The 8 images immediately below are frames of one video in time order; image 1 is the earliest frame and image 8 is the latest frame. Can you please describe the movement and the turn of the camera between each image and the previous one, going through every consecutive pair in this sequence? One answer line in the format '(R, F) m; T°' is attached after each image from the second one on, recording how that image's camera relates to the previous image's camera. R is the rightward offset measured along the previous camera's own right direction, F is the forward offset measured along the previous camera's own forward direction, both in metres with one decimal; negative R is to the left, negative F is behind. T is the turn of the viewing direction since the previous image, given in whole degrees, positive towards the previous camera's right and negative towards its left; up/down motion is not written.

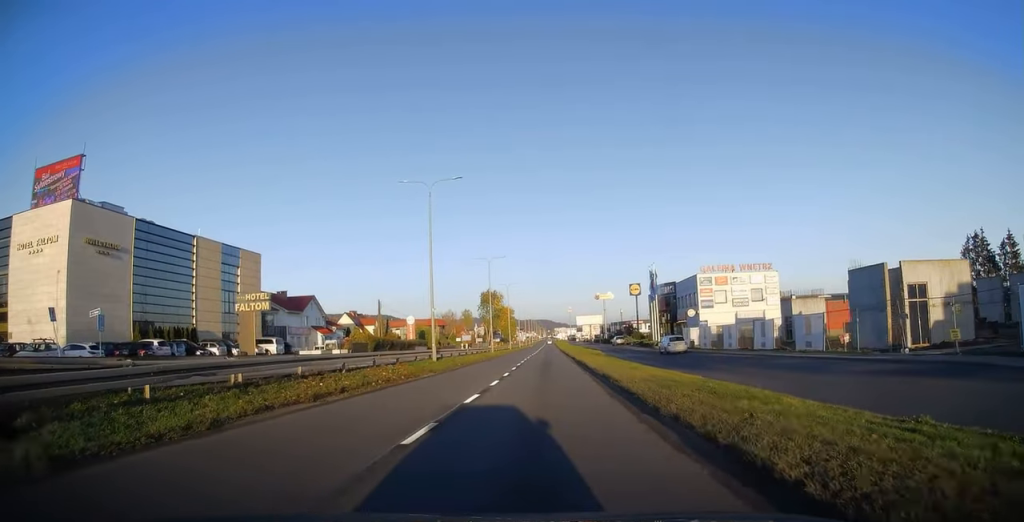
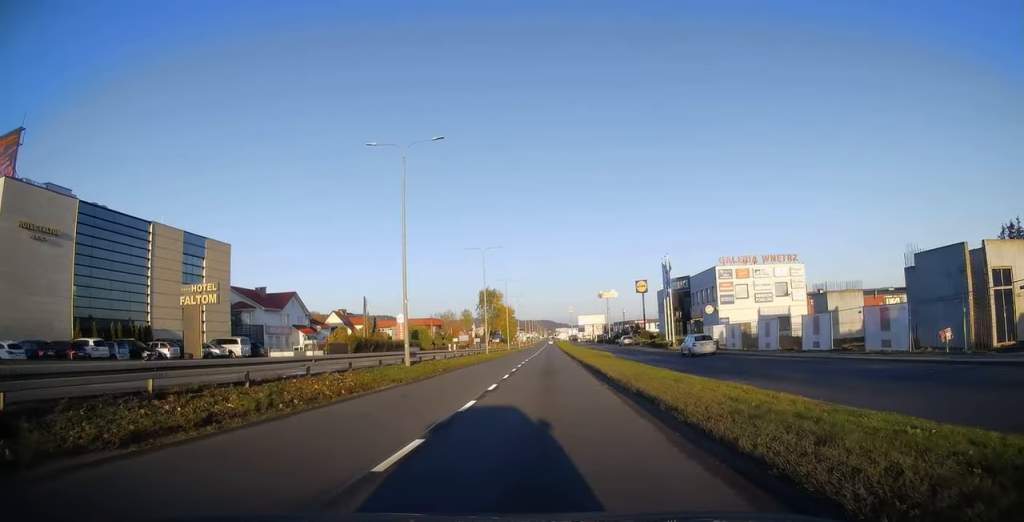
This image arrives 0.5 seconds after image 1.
(0.0, +7.5) m; 0°
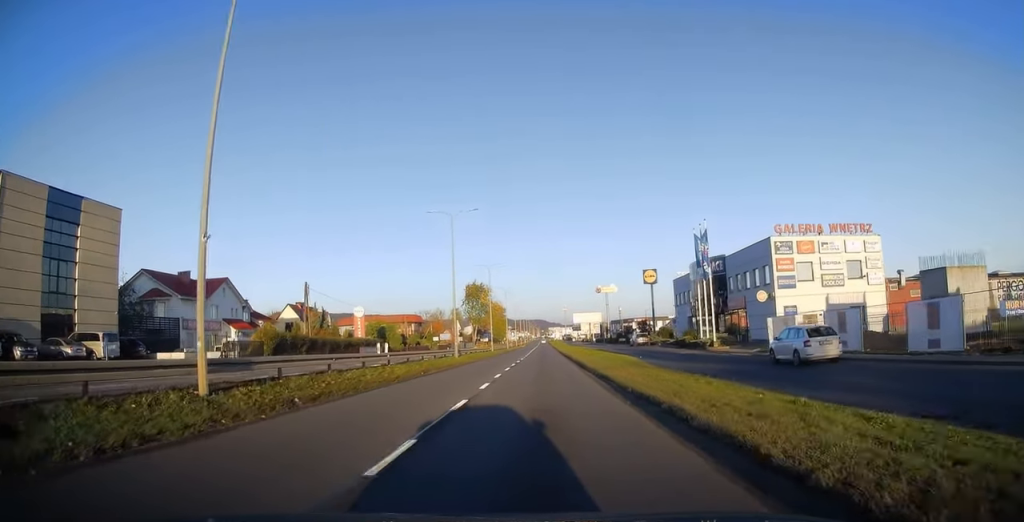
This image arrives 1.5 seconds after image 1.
(0.0, +17.8) m; 0°
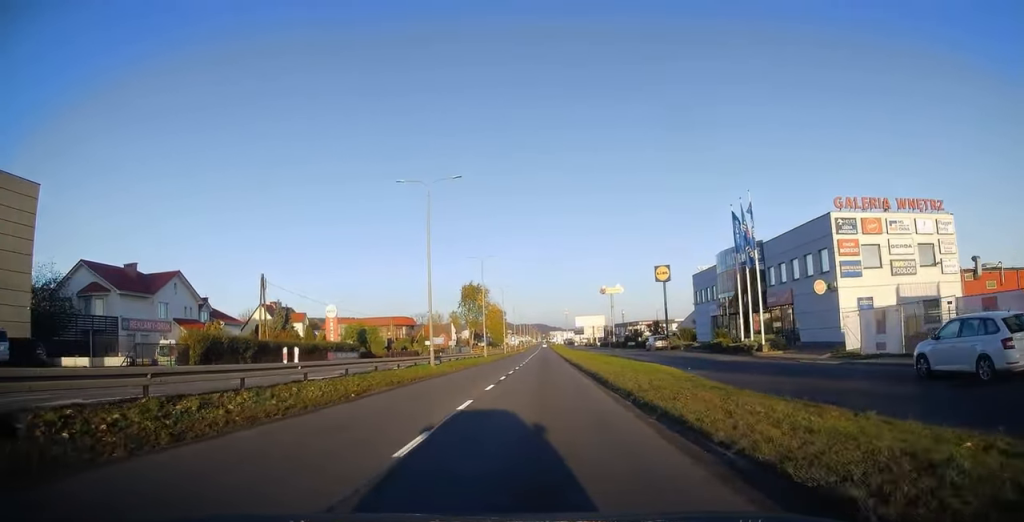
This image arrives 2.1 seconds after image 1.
(0.0, +10.3) m; 0°
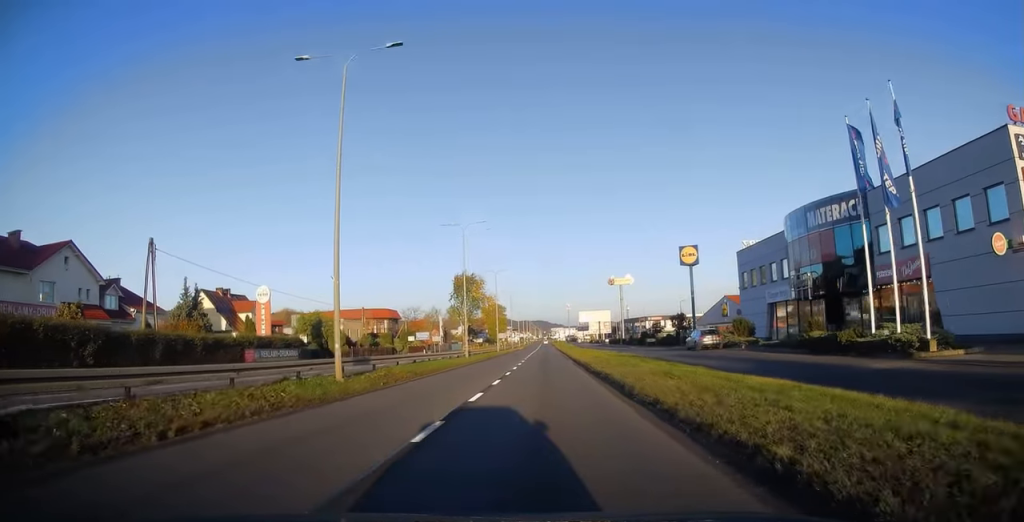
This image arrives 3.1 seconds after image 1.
(0.0, +16.7) m; 0°
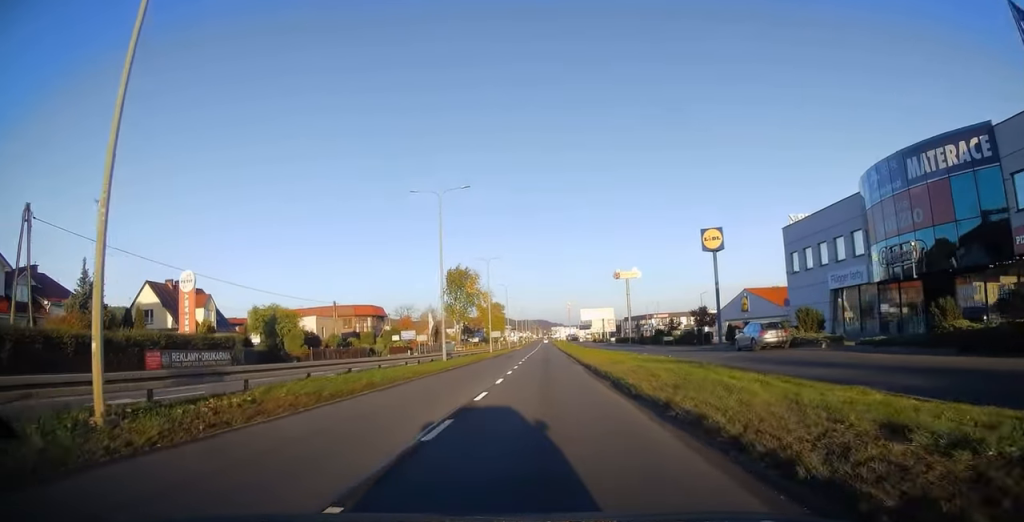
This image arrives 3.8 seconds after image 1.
(0.0, +11.4) m; 0°
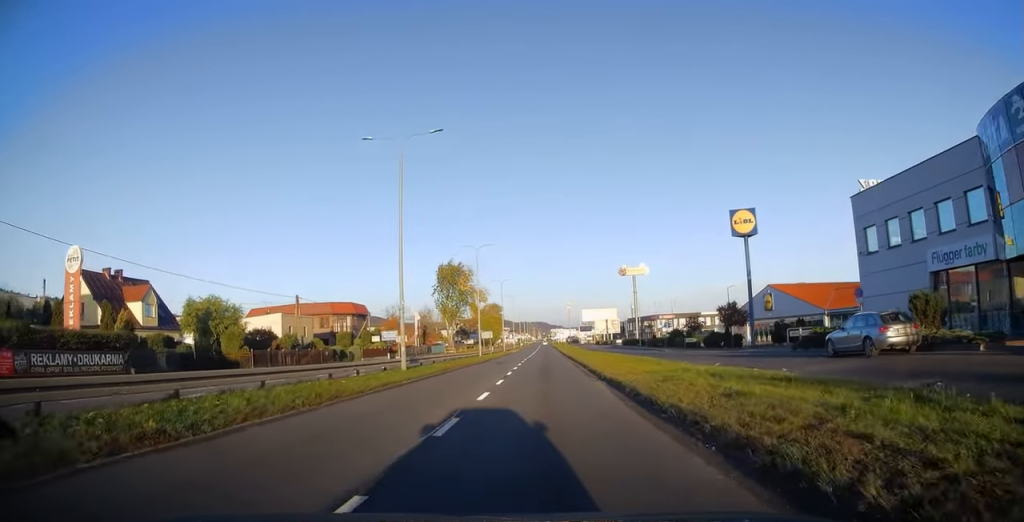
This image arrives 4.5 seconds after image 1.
(0.0, +11.1) m; 0°
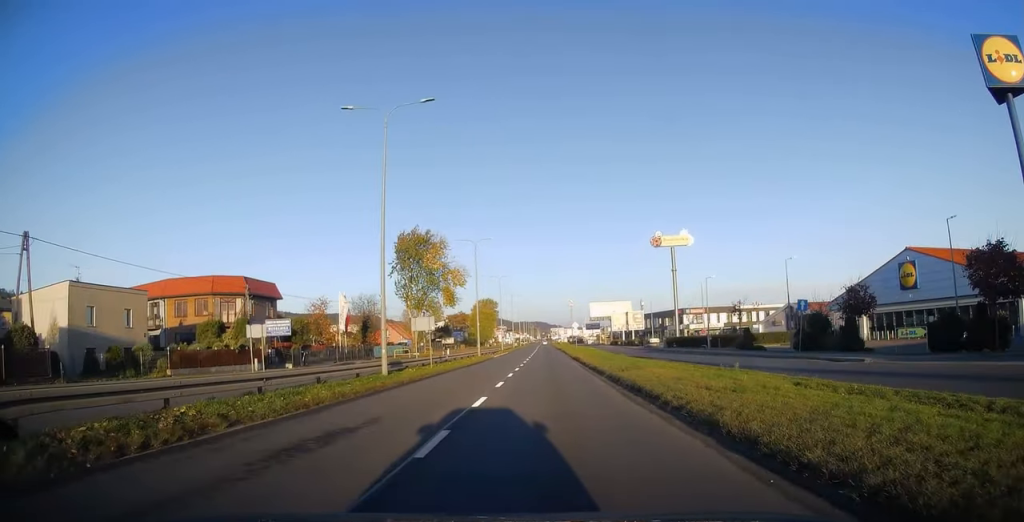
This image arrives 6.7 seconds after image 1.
(-0.1, +36.7) m; 0°
